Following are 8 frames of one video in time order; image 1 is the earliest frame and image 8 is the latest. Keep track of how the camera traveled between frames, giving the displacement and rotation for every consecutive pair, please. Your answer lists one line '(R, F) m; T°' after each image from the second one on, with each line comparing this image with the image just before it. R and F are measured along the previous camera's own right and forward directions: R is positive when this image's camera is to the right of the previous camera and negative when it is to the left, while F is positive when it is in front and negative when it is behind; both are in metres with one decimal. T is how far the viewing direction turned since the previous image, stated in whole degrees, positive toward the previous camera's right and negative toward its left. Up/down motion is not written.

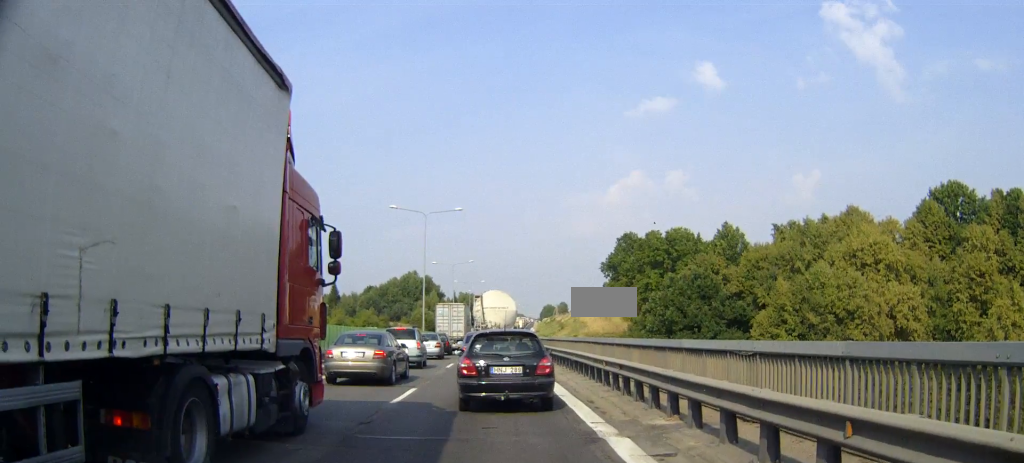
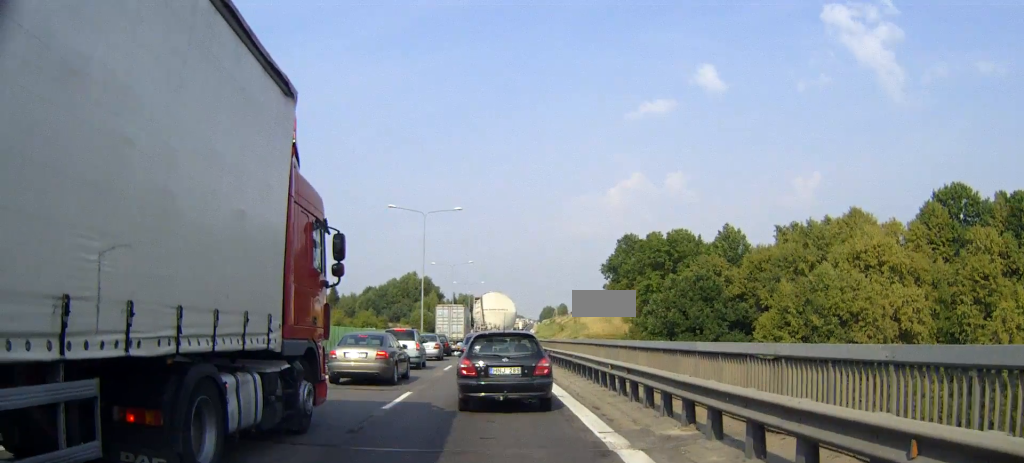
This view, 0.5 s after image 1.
(0.0, +1.0) m; 0°
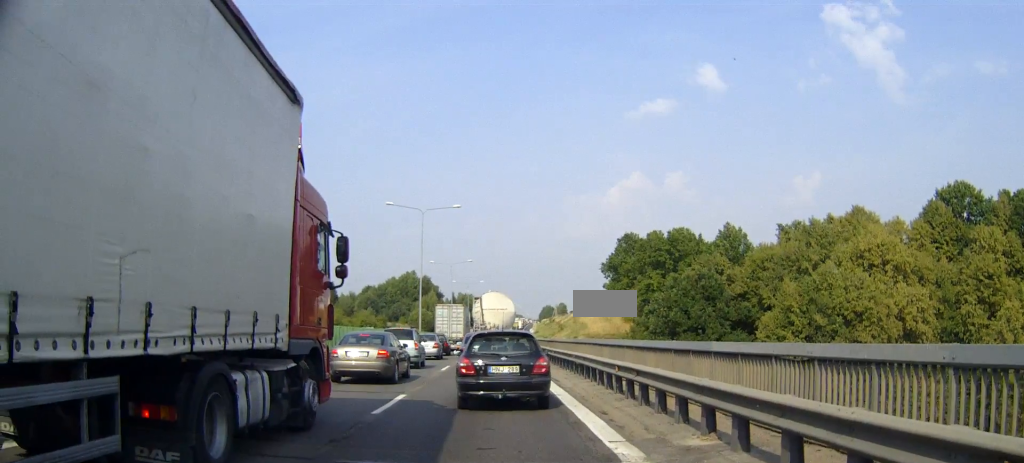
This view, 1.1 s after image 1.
(0.0, +1.0) m; 0°
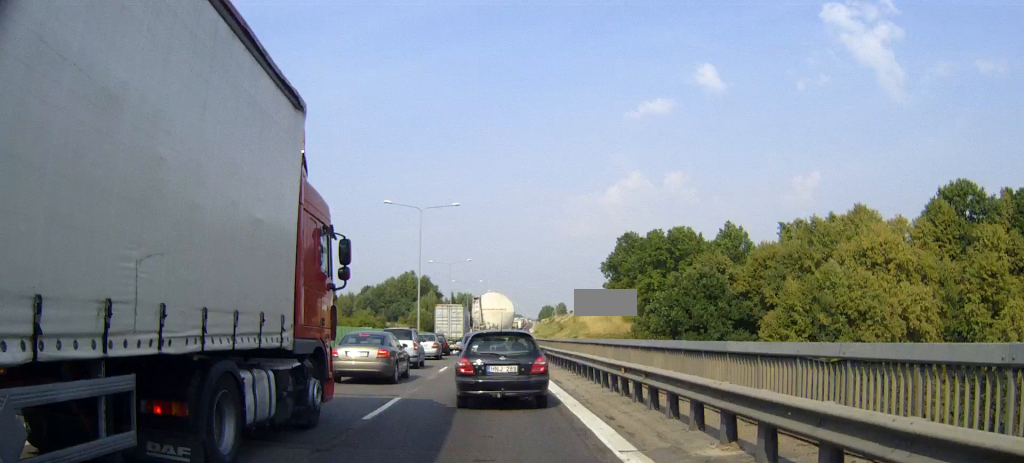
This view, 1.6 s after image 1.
(0.0, +0.8) m; -1°
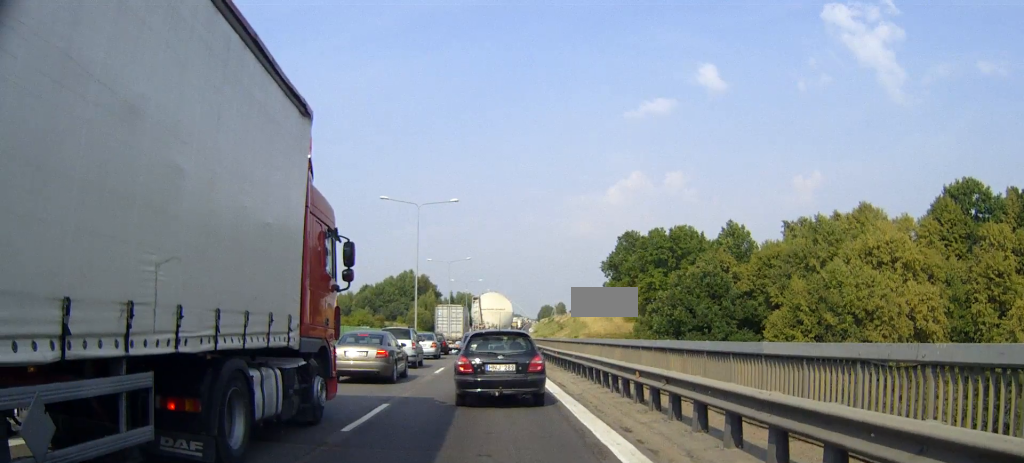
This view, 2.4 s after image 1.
(0.0, +1.6) m; -1°
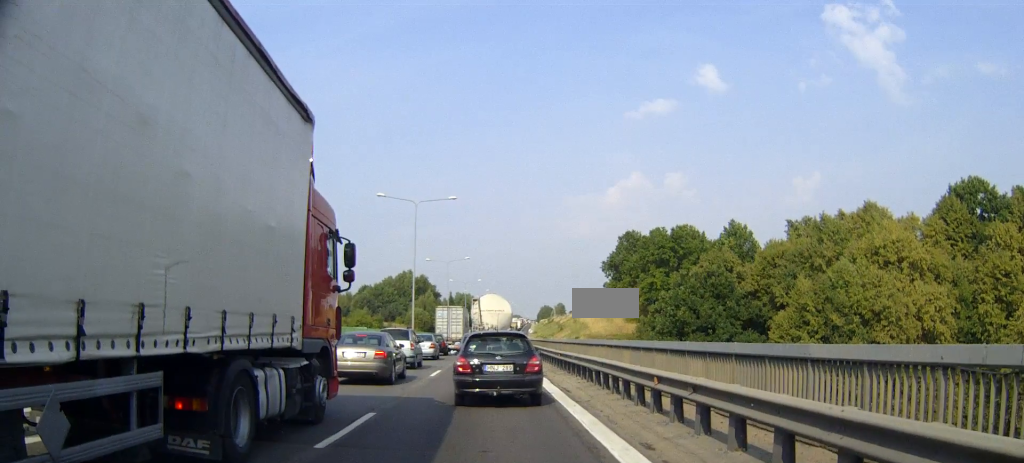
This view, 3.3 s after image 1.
(0.0, +1.5) m; 0°
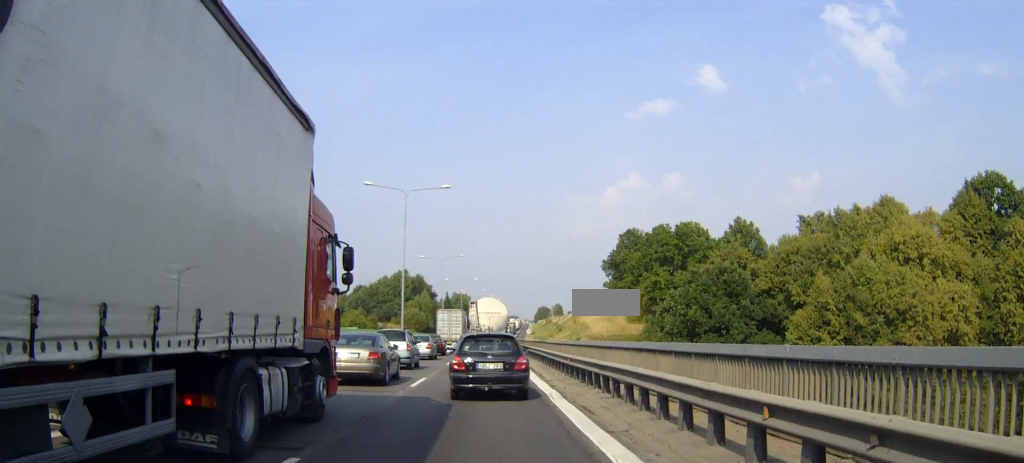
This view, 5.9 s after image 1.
(+0.1, +4.9) m; +2°
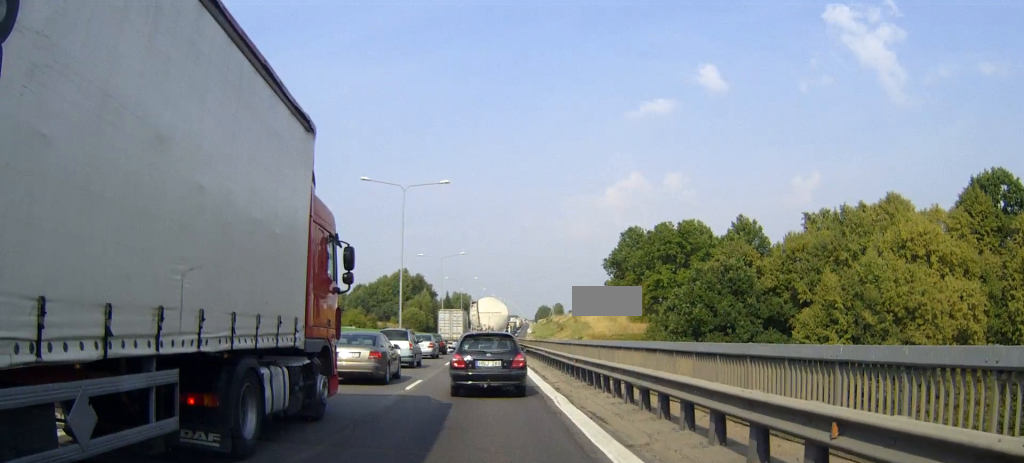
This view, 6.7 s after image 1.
(0.0, +1.5) m; 0°
